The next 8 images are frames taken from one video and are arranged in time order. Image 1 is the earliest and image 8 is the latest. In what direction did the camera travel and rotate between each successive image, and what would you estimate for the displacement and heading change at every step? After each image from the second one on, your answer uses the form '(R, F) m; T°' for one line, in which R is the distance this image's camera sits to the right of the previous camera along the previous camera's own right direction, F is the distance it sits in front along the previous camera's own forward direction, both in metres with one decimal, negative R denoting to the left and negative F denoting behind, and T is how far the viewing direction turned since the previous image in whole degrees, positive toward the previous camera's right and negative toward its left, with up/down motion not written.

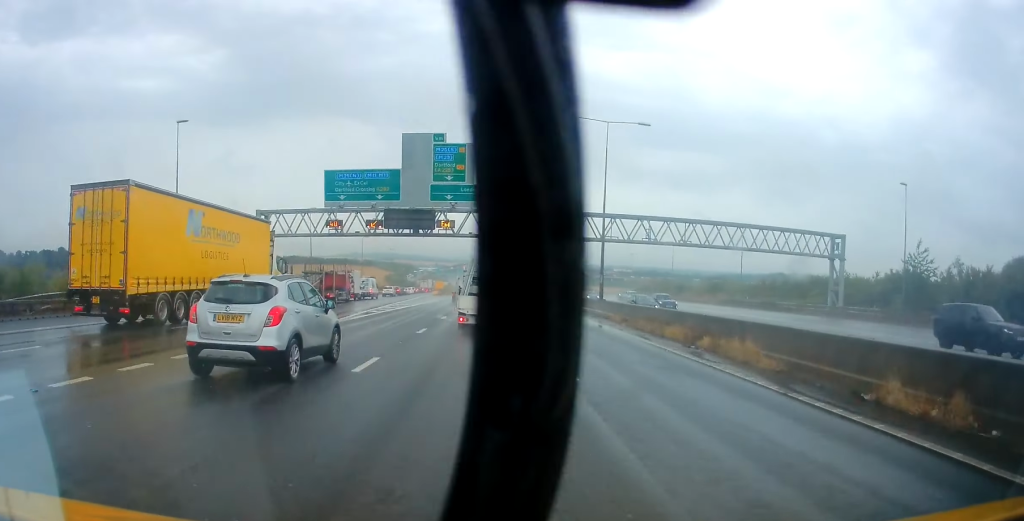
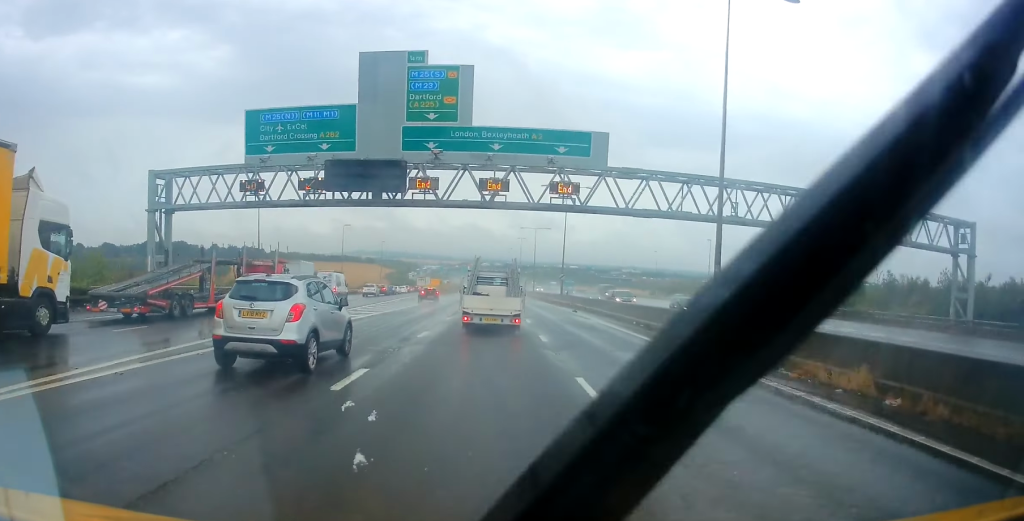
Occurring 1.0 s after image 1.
(-0.3, +19.9) m; -1°
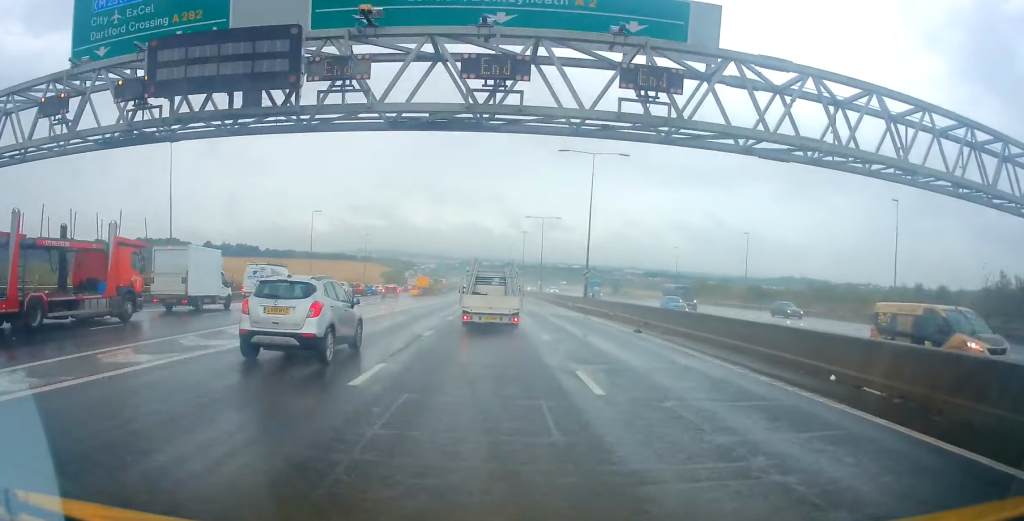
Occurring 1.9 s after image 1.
(0.0, +17.5) m; 0°
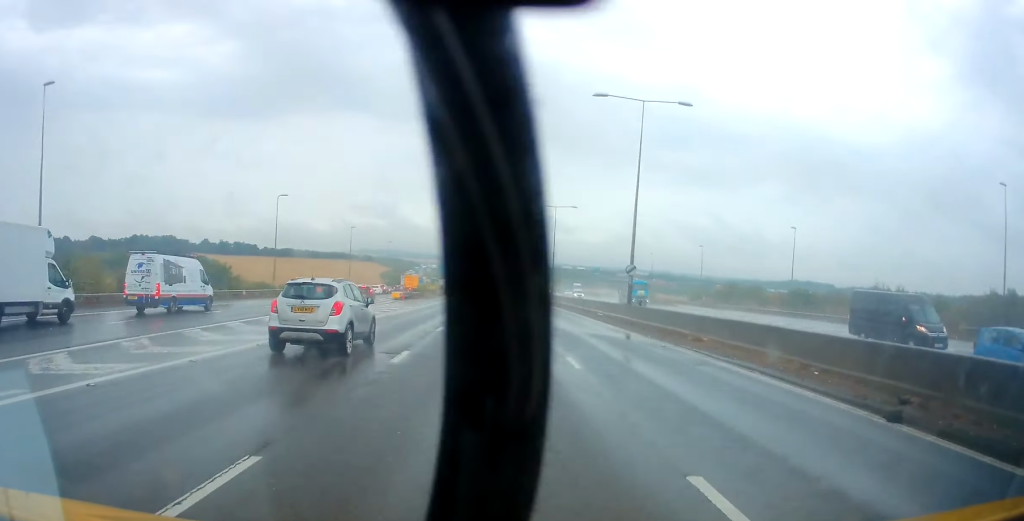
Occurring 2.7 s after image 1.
(+0.2, +15.4) m; 0°
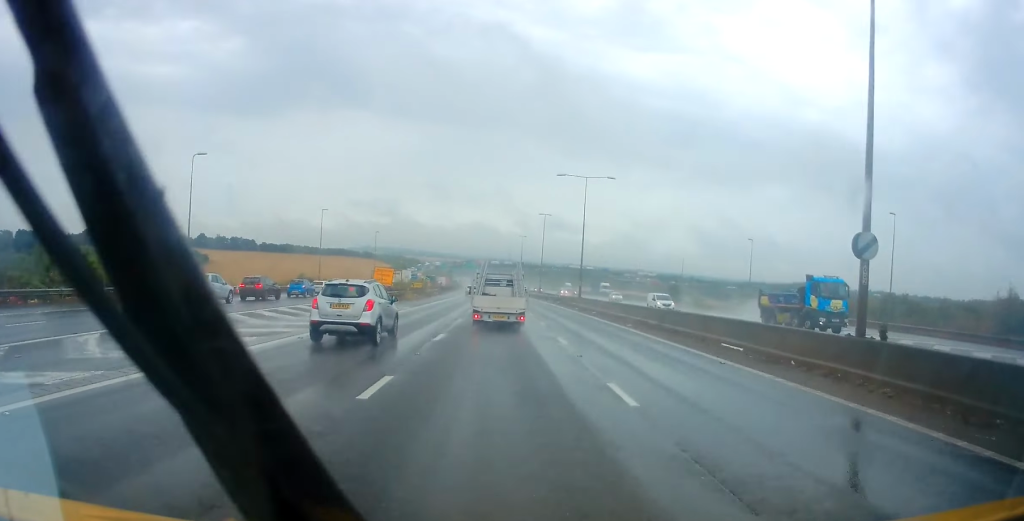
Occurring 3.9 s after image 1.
(-0.5, +22.5) m; -1°
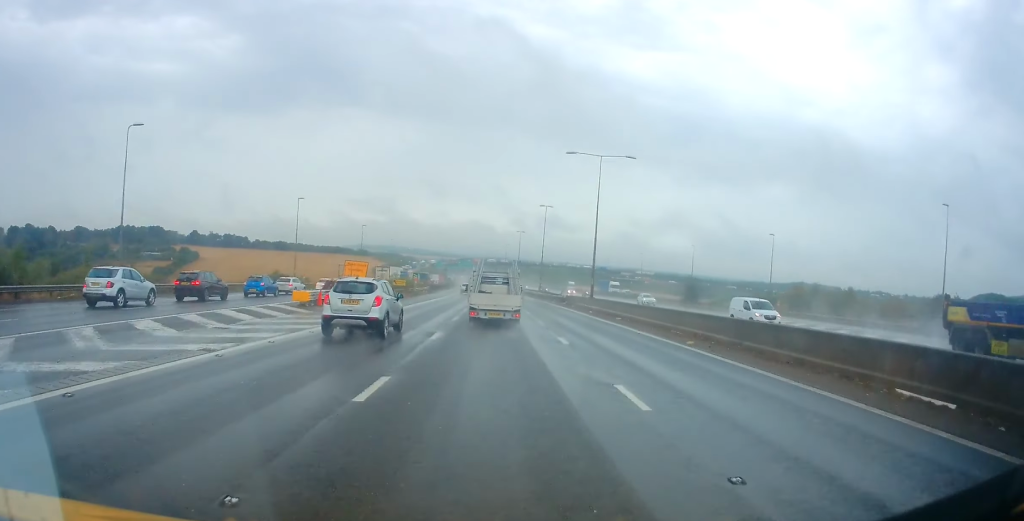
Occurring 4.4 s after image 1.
(-0.1, +9.6) m; +1°
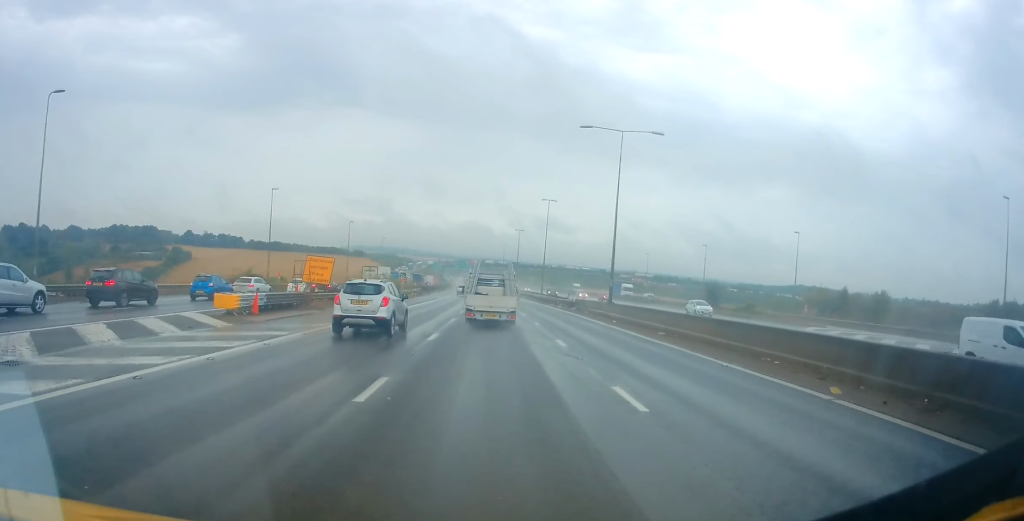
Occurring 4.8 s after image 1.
(+0.2, +9.0) m; +1°
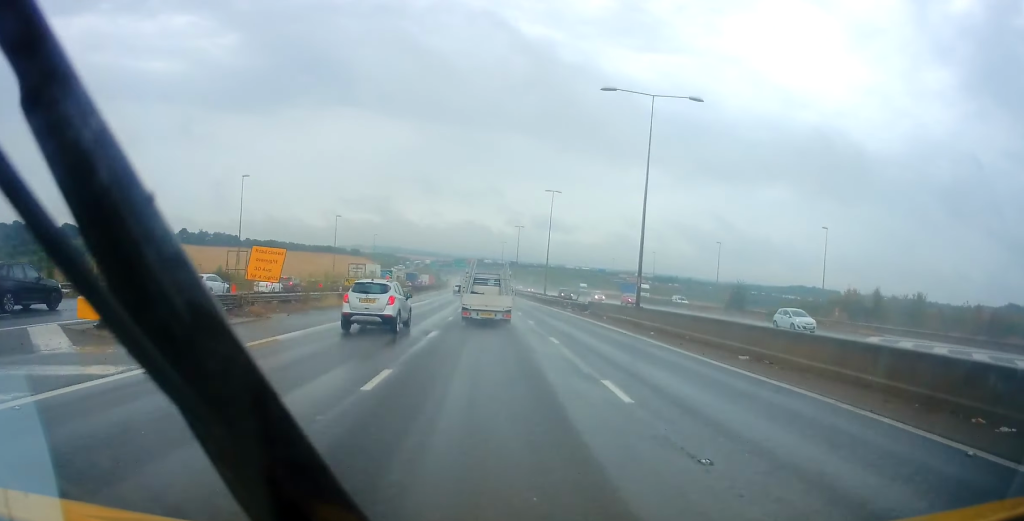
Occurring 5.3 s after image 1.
(+0.2, +8.4) m; +1°
